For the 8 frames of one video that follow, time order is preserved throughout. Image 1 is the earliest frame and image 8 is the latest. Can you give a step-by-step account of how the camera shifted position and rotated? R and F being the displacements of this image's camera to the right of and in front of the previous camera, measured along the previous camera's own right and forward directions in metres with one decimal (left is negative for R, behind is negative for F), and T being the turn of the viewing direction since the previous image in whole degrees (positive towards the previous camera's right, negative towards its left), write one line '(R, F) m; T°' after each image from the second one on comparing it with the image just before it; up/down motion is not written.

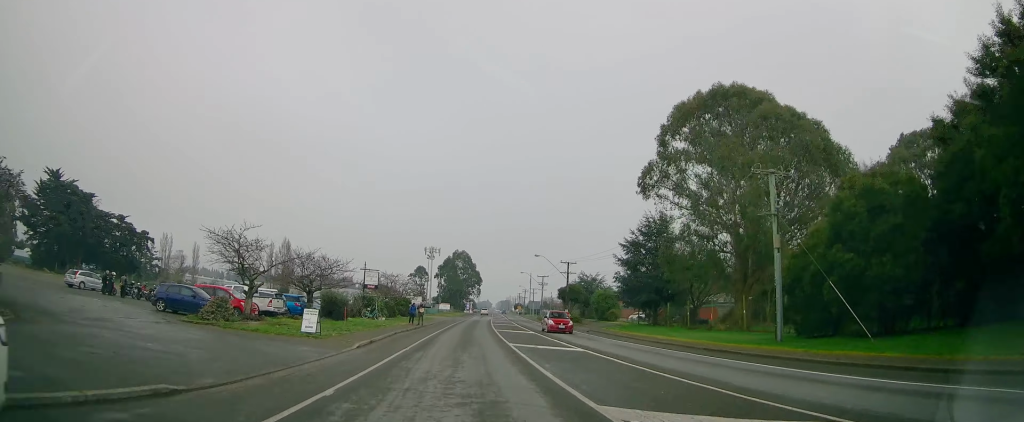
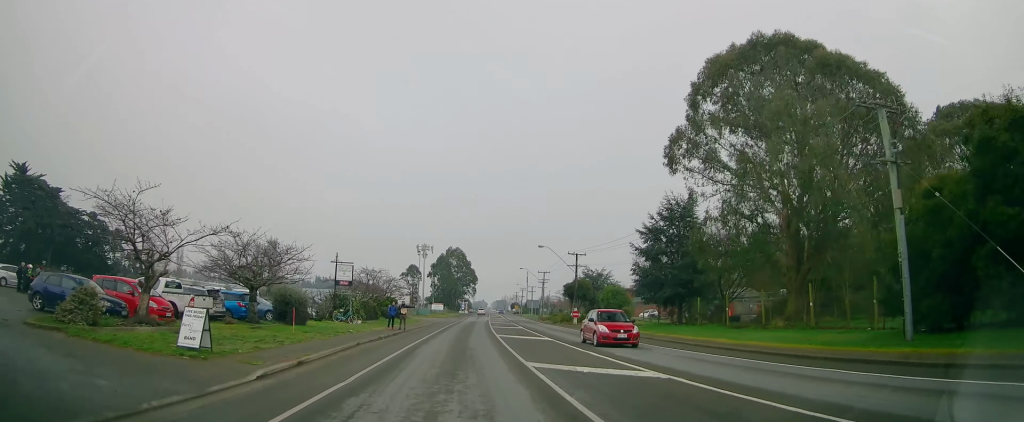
(0.0, +8.9) m; 0°
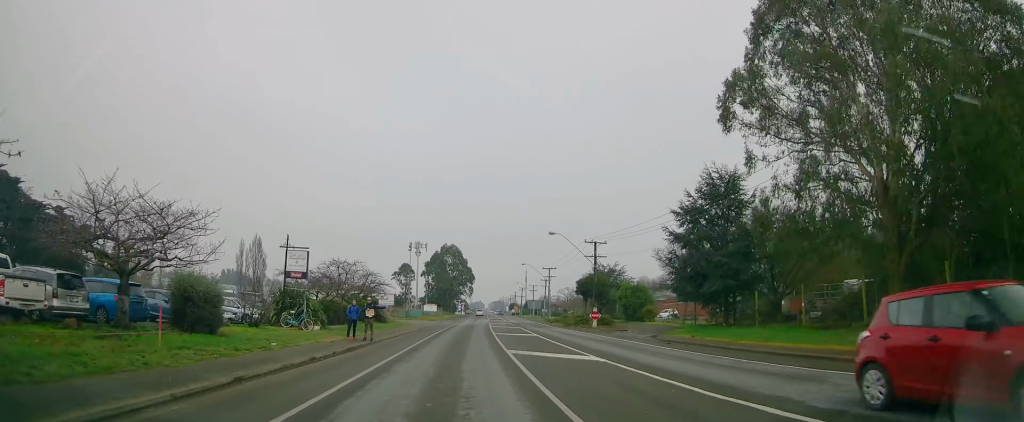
(+0.1, +10.9) m; +1°
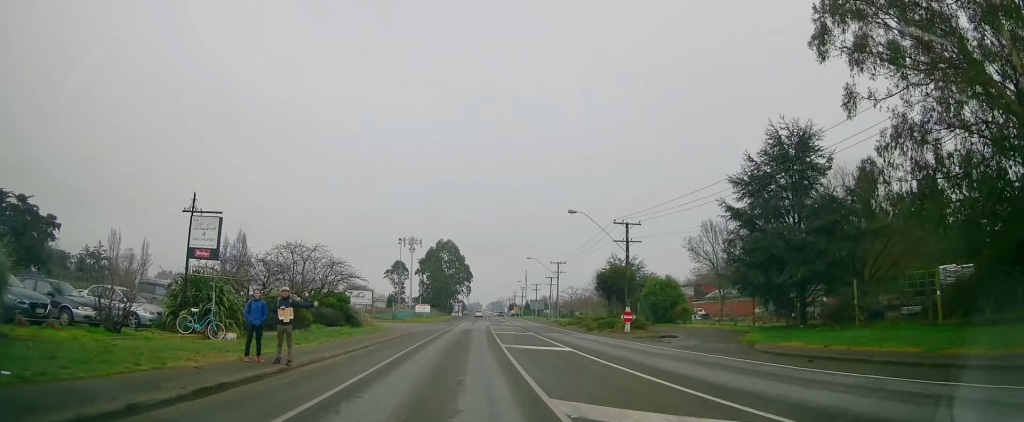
(+0.1, +11.0) m; 0°
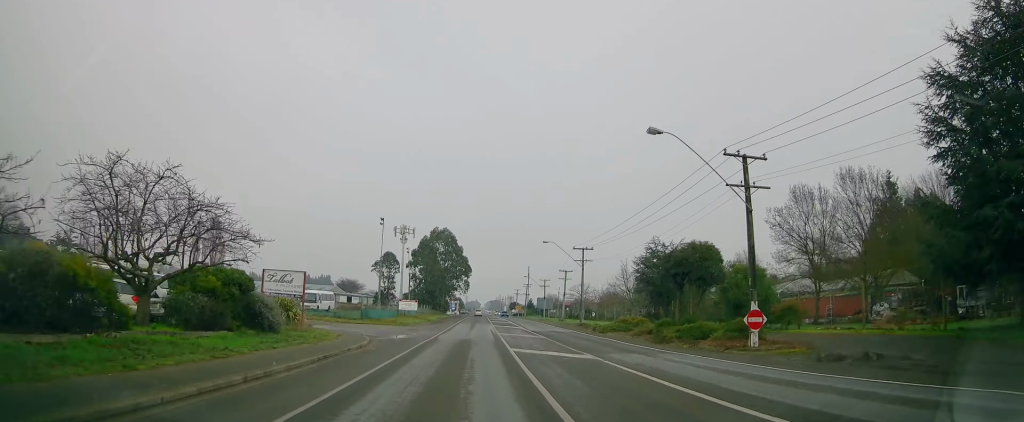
(0.0, +17.7) m; -1°
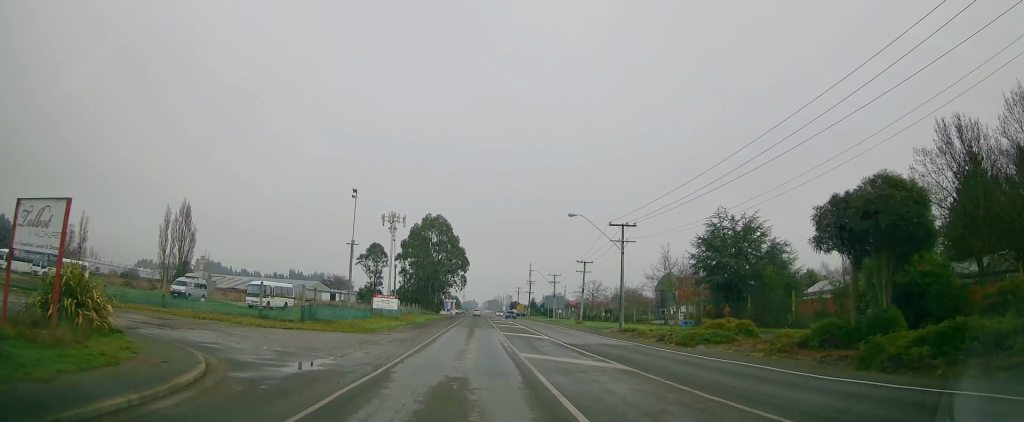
(-0.2, +16.0) m; 0°
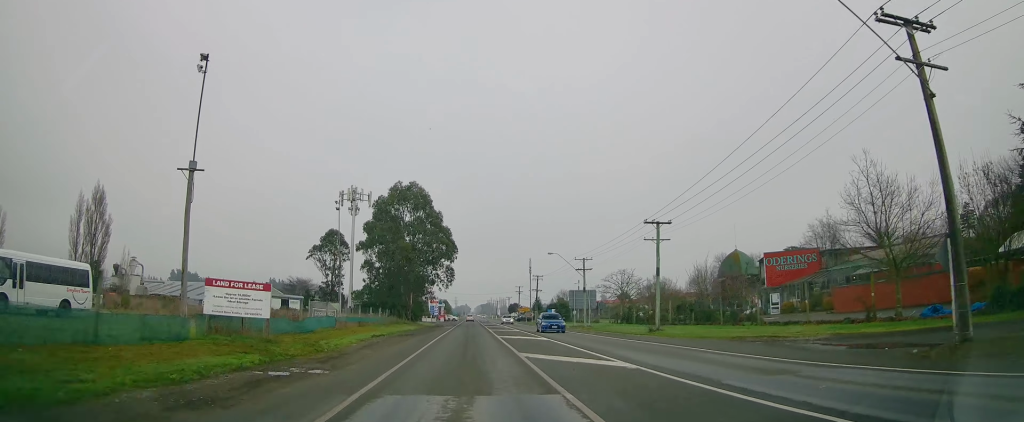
(+1.1, +31.7) m; +2°
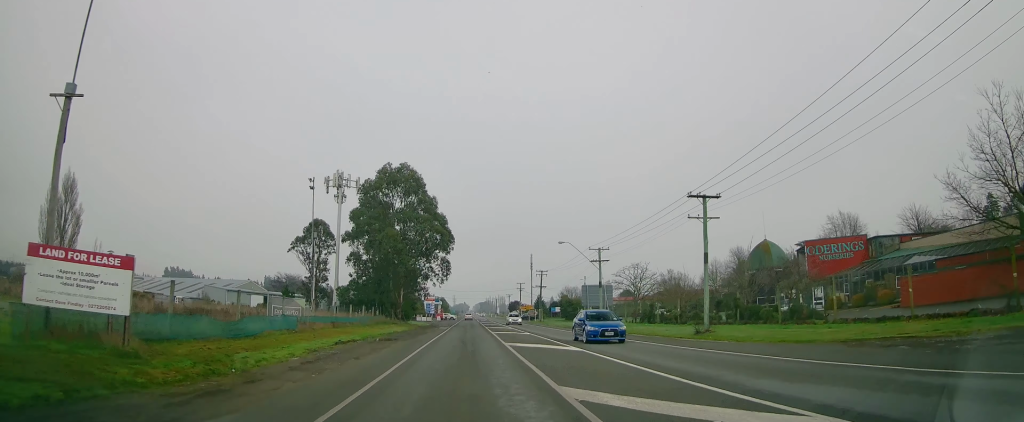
(0.0, +9.0) m; 0°
